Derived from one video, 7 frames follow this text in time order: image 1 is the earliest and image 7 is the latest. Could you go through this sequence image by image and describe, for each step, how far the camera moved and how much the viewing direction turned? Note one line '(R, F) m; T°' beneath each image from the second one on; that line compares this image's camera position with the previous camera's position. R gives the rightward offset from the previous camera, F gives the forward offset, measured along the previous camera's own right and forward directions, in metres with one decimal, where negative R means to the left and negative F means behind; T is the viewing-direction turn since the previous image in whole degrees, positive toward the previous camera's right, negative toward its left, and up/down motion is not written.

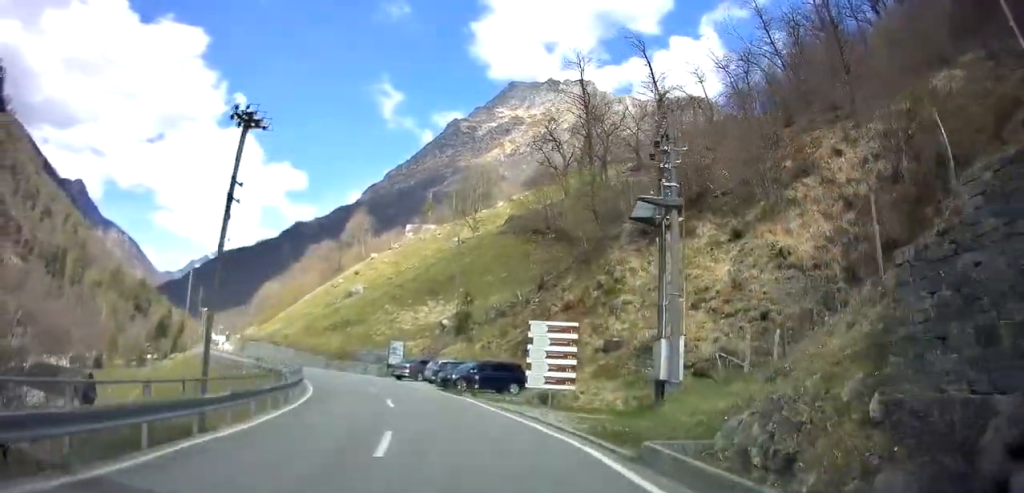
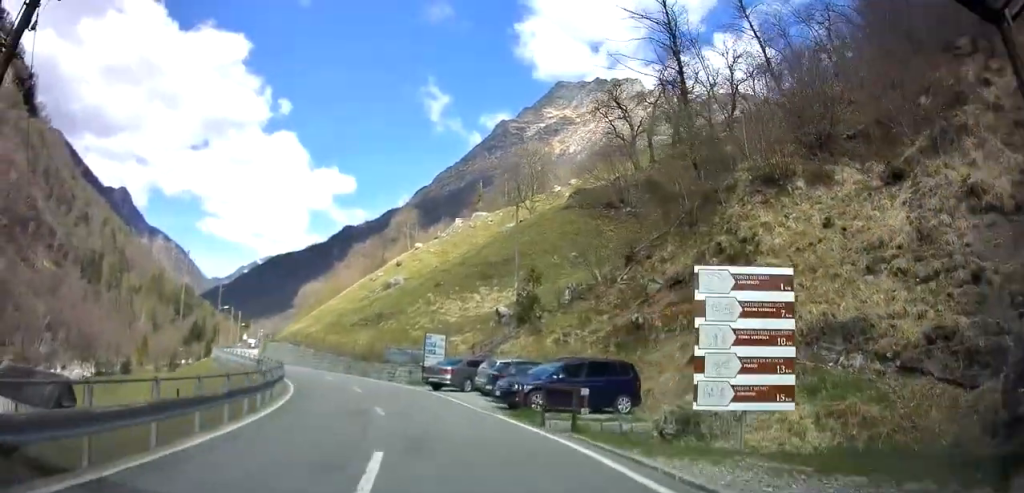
(-0.5, +12.4) m; -5°
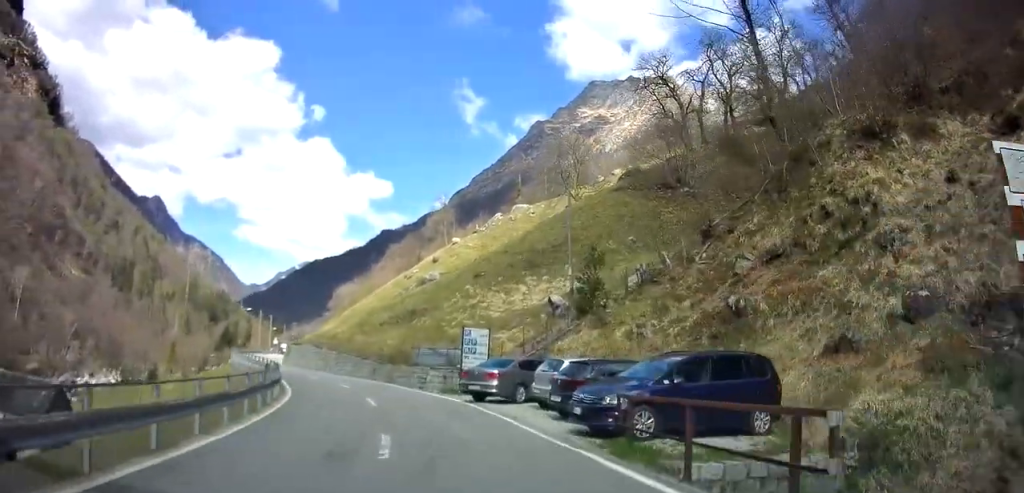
(-0.1, +6.2) m; -3°
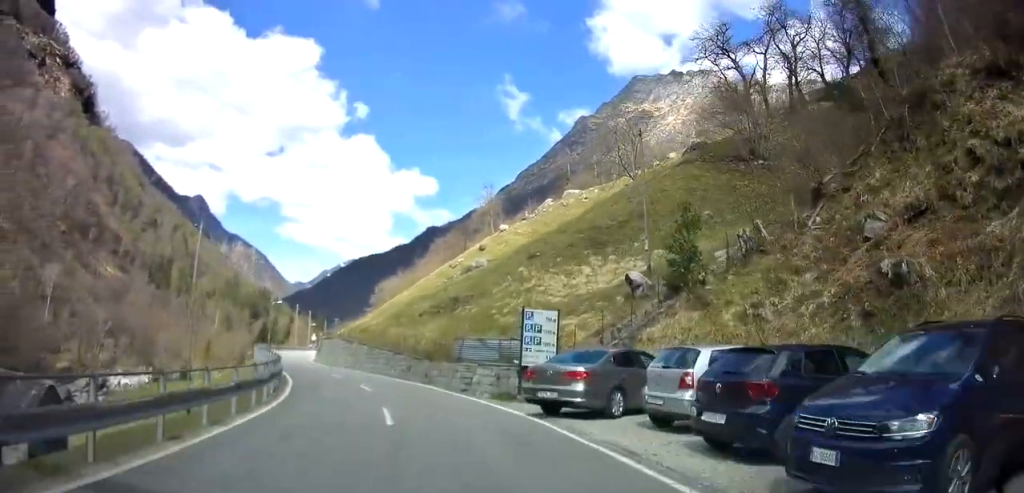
(-0.3, +6.6) m; -4°
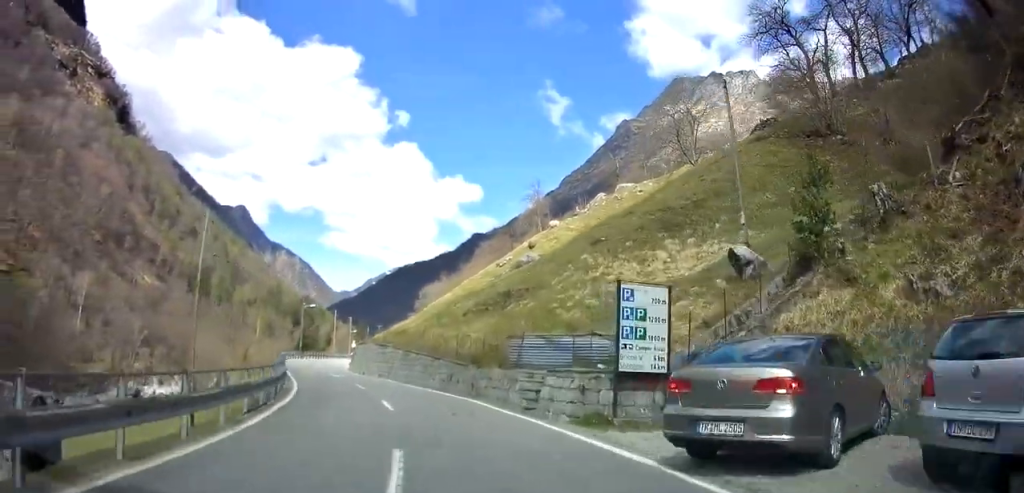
(0.0, +5.8) m; -4°
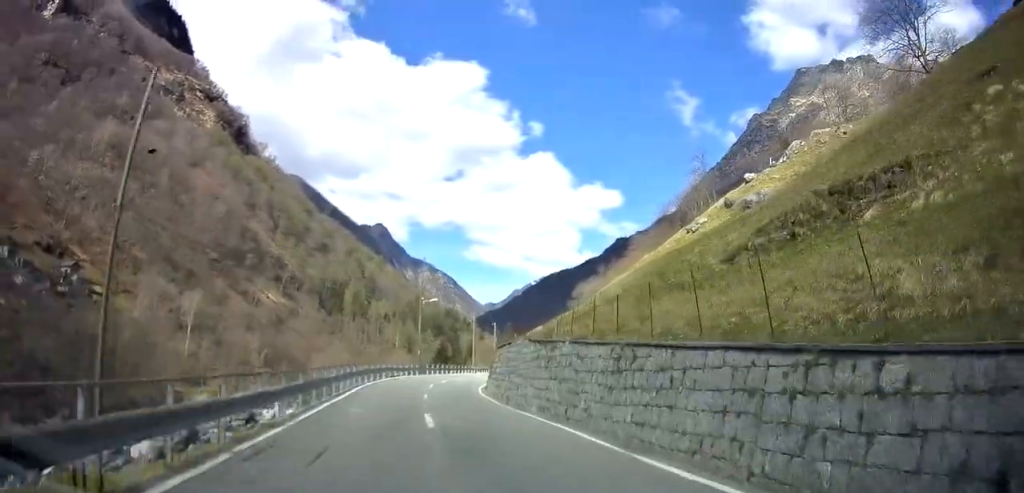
(-2.8, +20.6) m; -12°
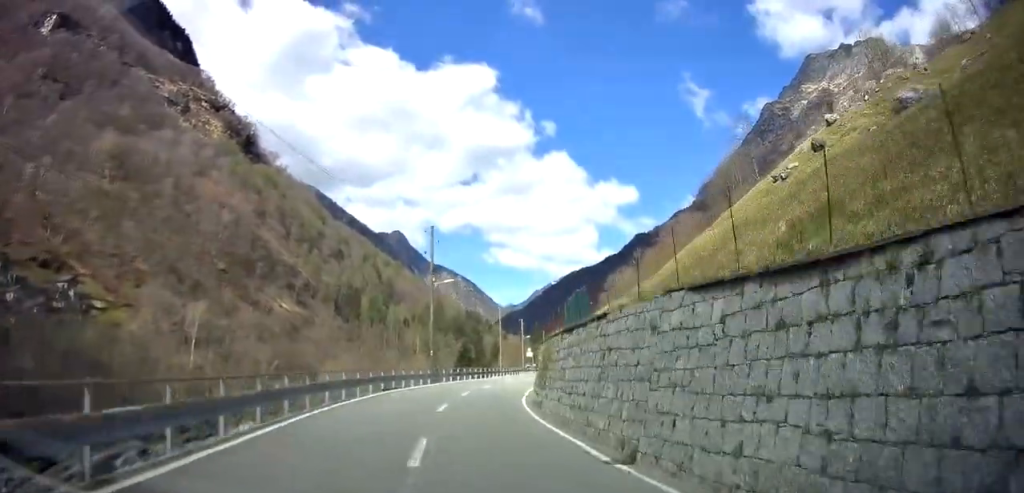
(-0.6, +13.3) m; -2°
